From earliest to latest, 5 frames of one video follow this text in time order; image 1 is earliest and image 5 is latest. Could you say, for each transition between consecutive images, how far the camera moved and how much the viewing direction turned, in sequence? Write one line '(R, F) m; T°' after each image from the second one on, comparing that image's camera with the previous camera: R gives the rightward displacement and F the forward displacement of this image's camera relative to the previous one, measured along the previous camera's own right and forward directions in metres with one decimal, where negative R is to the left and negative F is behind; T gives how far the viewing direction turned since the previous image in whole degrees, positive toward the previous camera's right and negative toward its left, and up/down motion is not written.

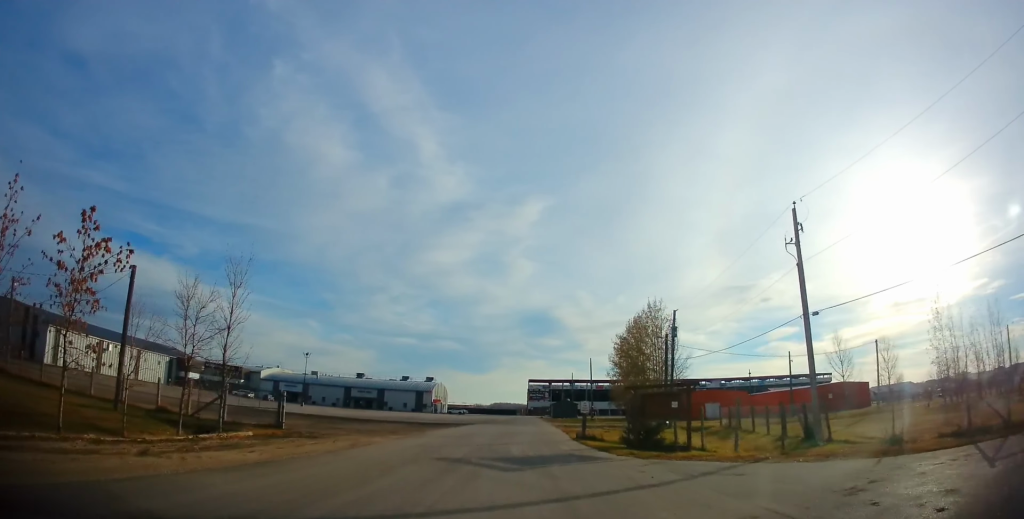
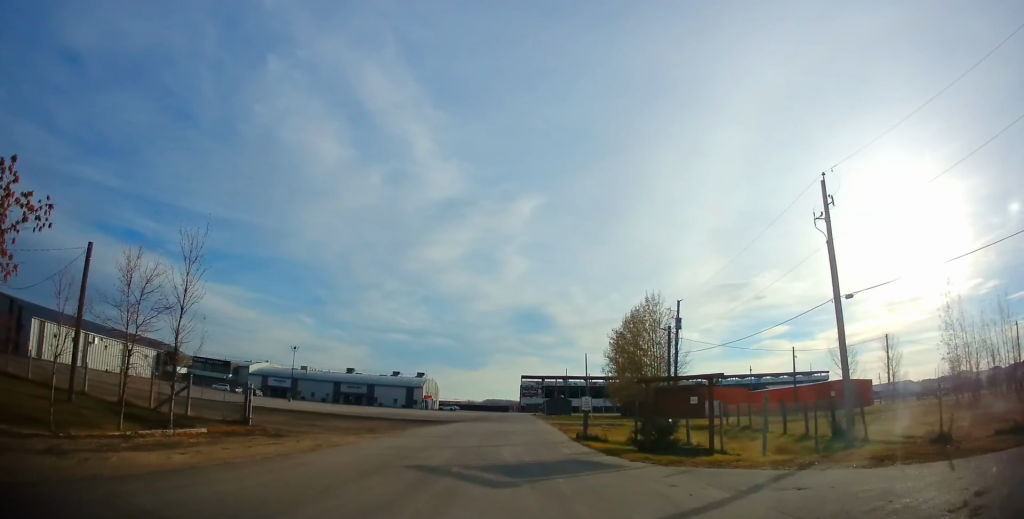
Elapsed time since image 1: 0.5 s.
(0.0, +3.0) m; 0°
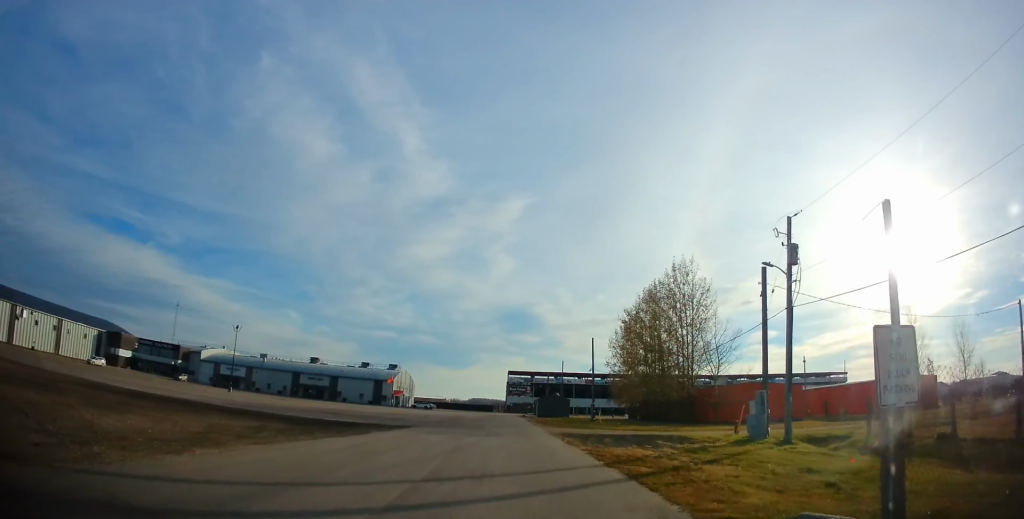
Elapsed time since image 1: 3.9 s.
(0.0, +20.7) m; 0°
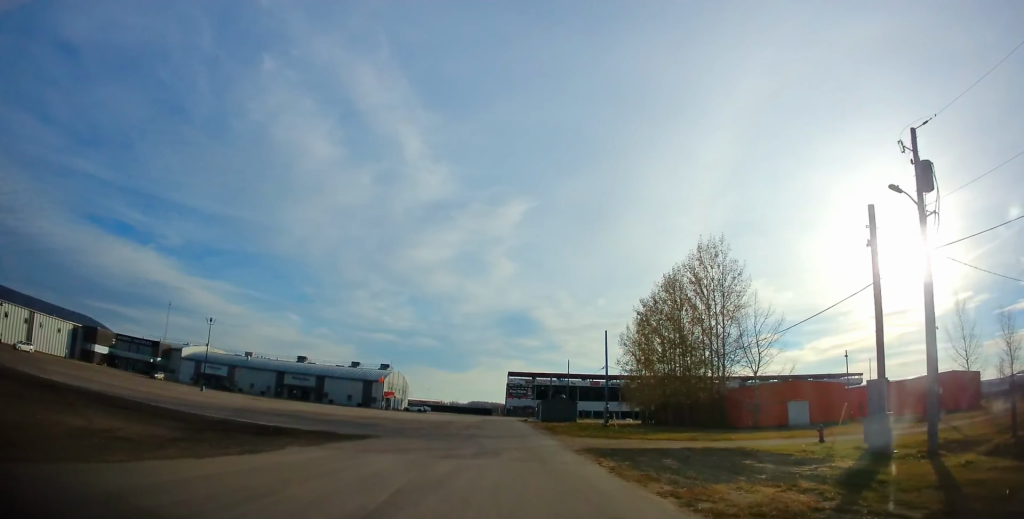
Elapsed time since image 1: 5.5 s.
(0.0, +9.4) m; 0°
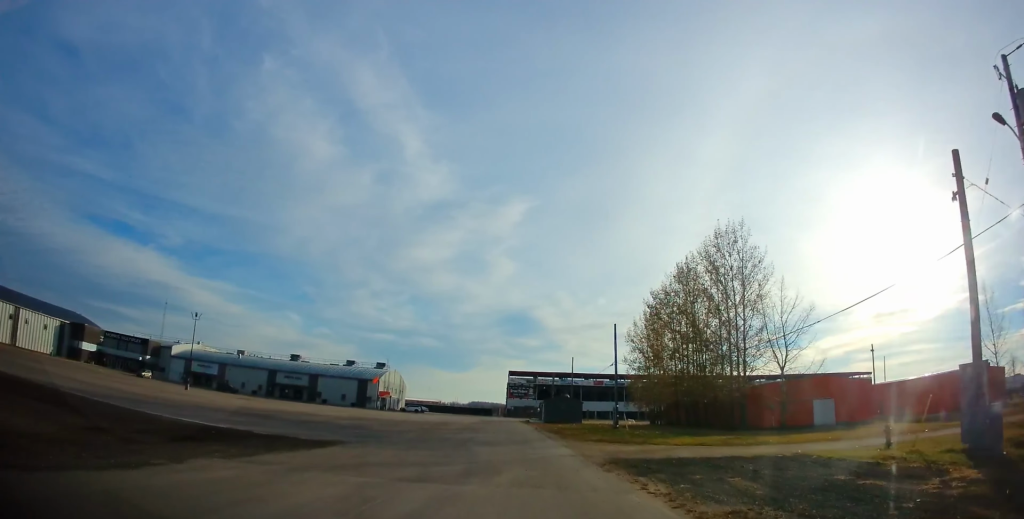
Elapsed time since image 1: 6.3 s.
(0.0, +4.8) m; 0°
